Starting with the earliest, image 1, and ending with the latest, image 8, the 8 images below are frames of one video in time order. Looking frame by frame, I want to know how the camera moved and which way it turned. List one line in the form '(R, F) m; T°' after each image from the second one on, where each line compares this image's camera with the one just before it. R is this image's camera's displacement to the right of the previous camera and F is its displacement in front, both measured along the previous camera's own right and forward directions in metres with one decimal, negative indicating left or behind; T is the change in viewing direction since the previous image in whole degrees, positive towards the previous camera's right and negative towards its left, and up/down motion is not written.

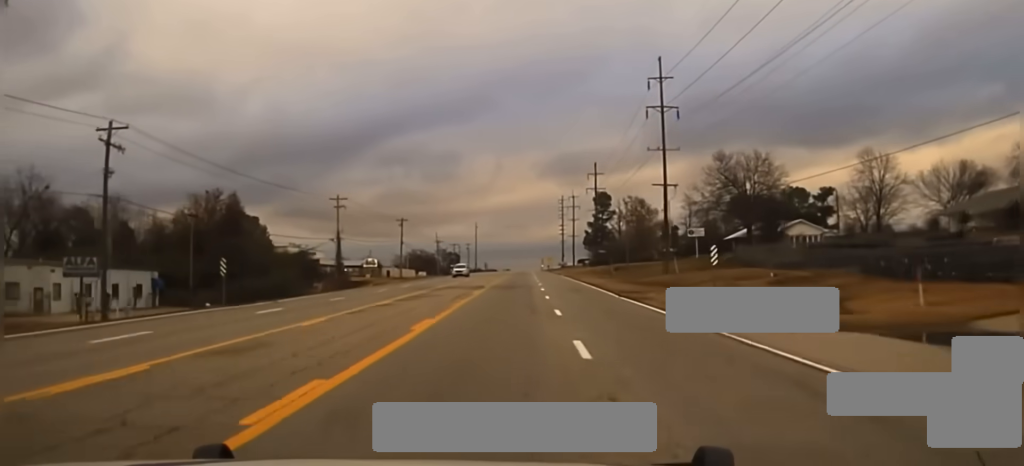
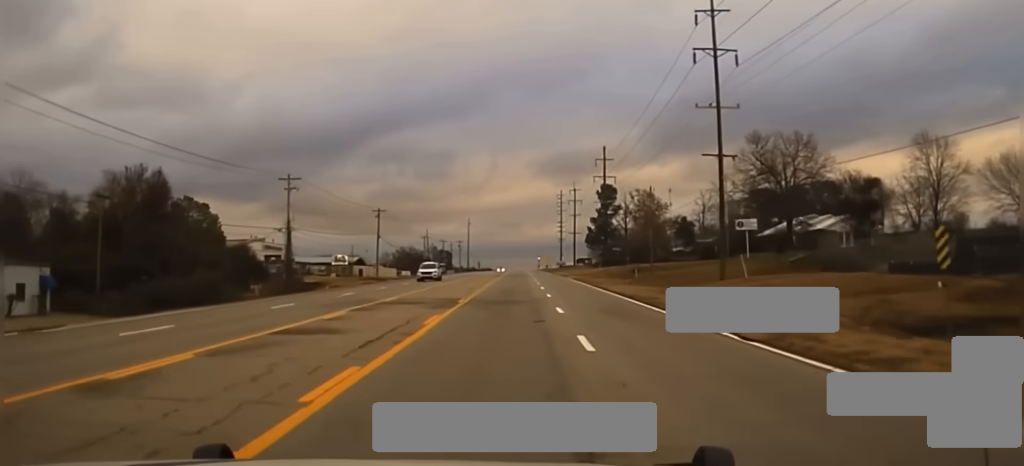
(+0.2, +24.4) m; 0°
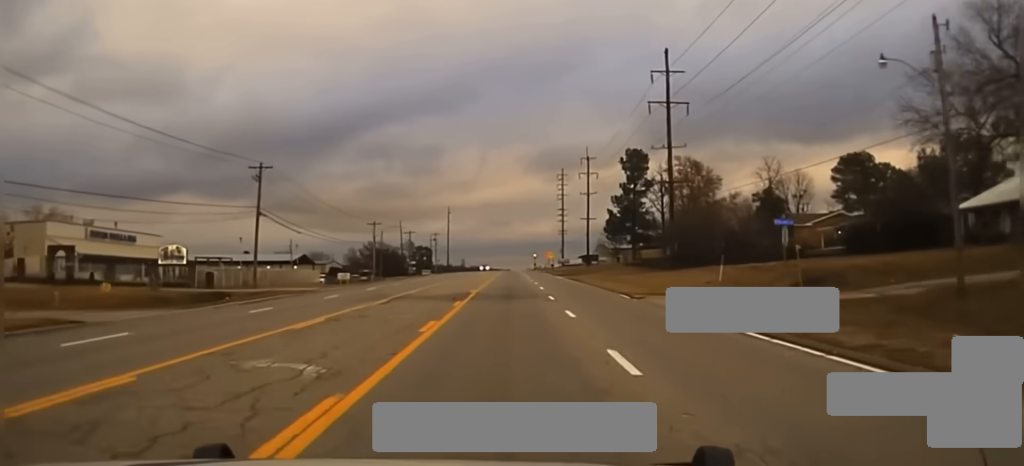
(+0.3, +72.9) m; 0°
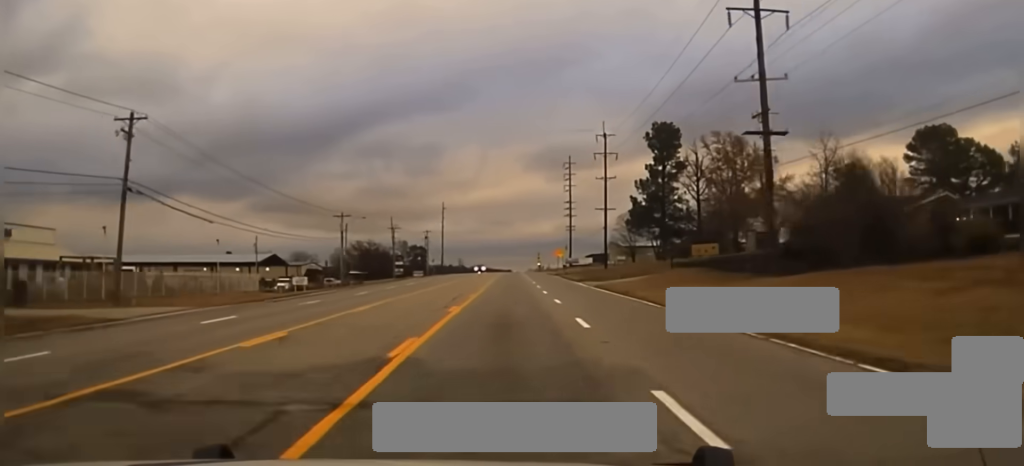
(0.0, +32.2) m; 0°
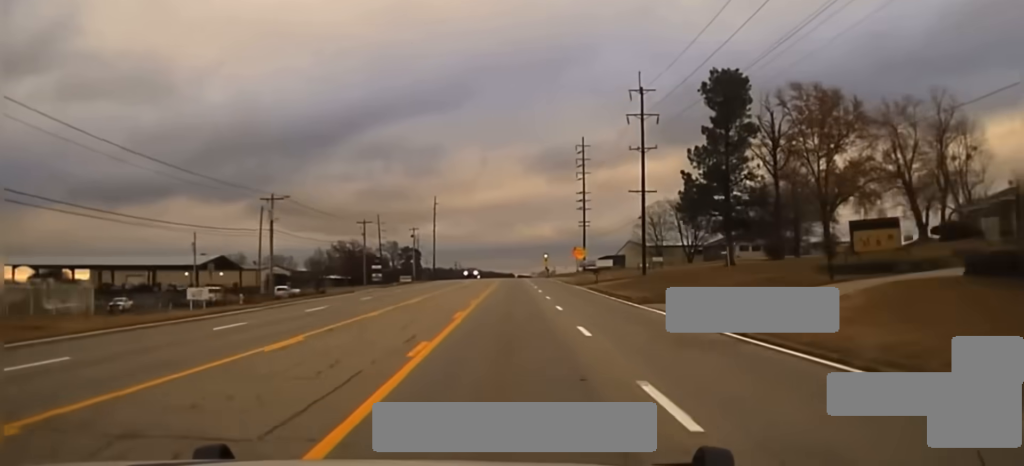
(0.0, +39.2) m; 0°
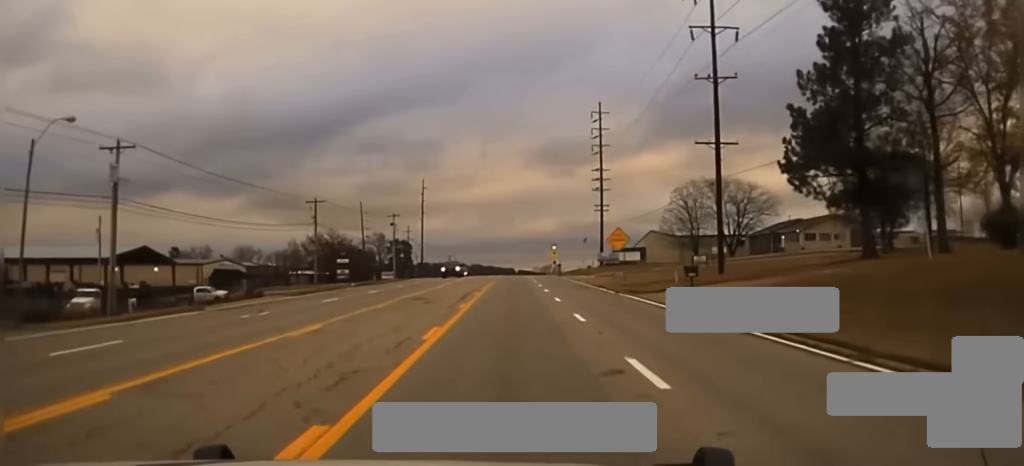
(0.0, +33.4) m; 0°
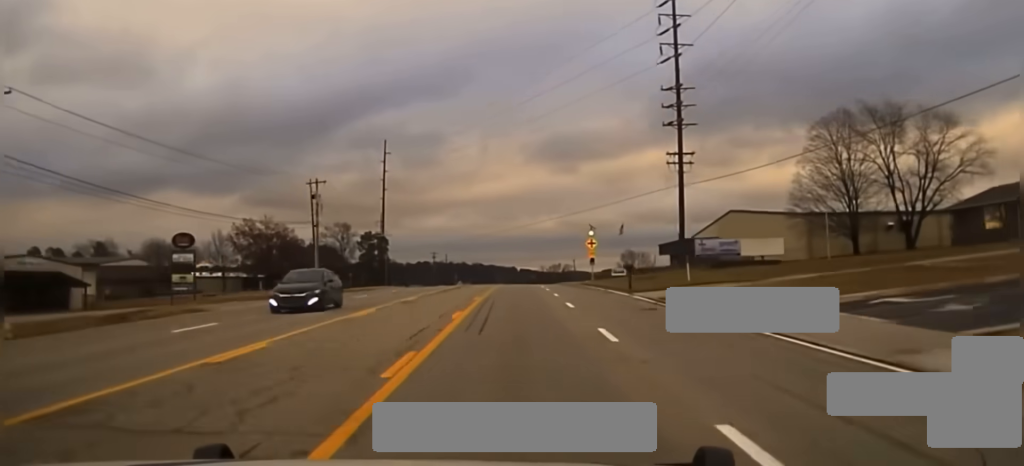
(0.0, +60.7) m; 0°
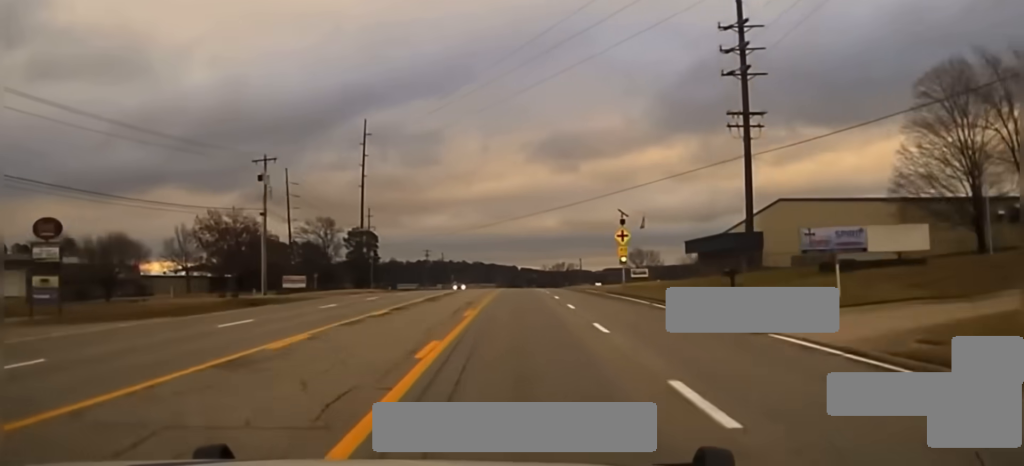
(0.0, +19.4) m; 0°
